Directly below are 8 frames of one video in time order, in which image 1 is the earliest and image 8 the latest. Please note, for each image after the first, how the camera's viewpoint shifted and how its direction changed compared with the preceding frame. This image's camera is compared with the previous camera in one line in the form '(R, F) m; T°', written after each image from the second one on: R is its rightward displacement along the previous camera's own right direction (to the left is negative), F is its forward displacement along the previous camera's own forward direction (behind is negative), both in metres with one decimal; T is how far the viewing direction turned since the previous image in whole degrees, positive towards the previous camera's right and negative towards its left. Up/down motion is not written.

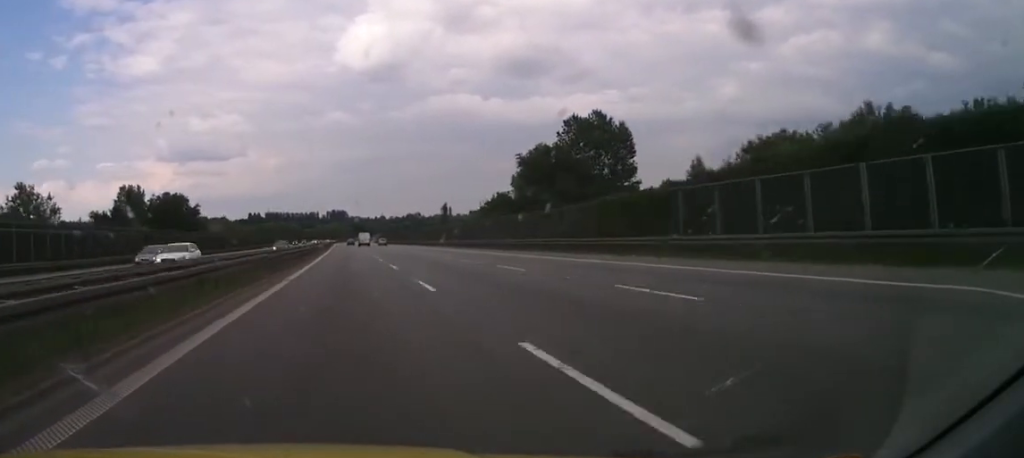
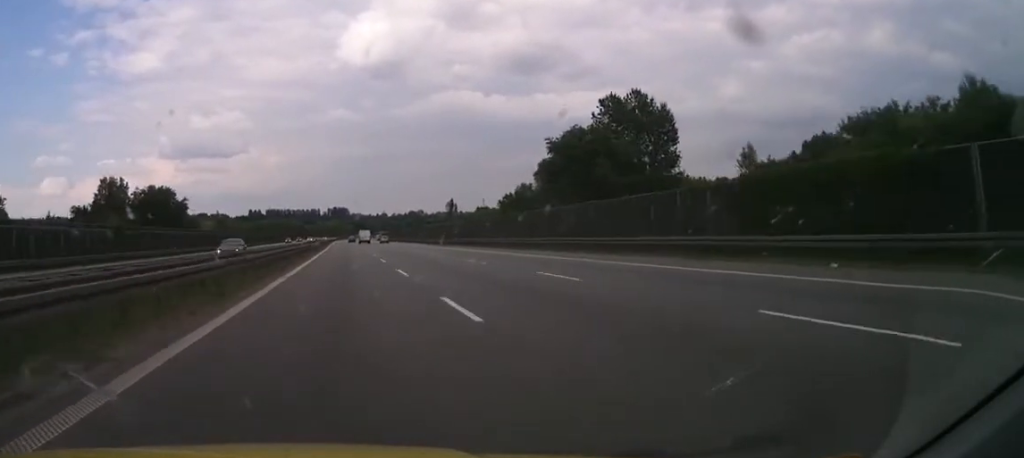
(+0.1, +17.2) m; -1°
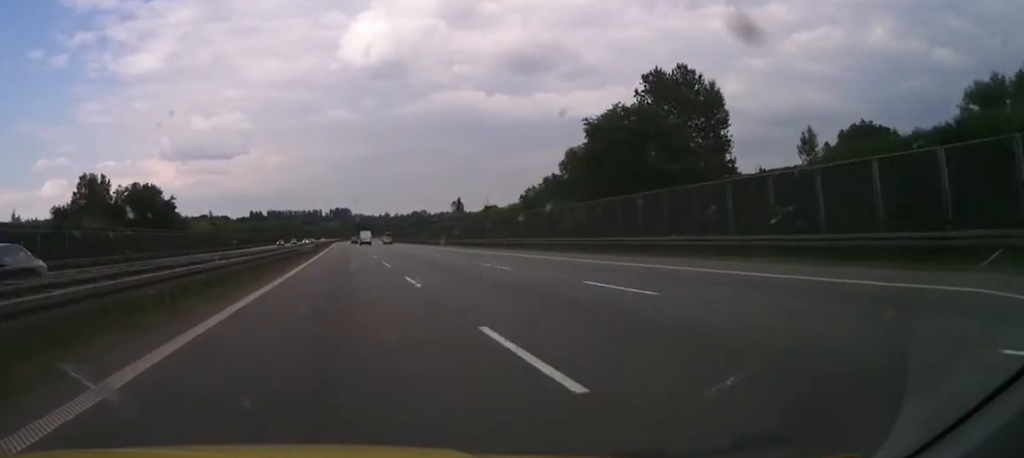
(-0.4, +16.3) m; -1°
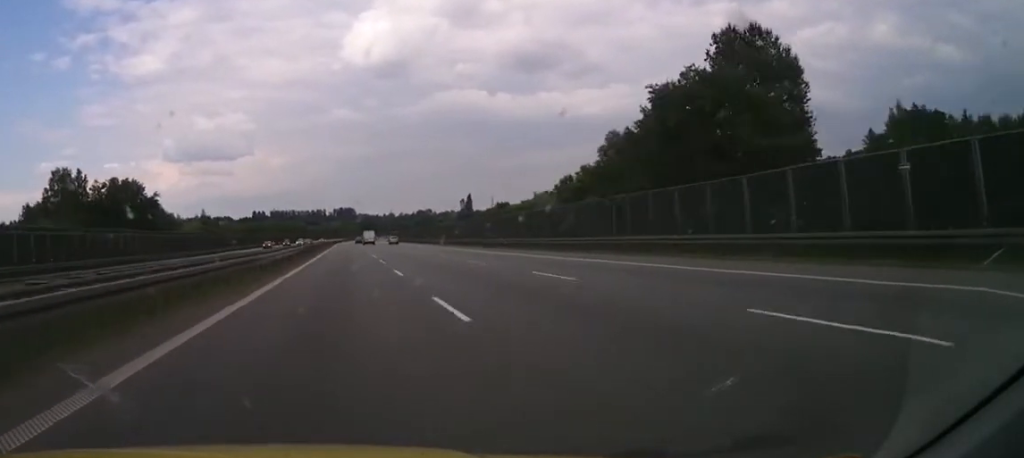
(-0.2, +18.8) m; -1°
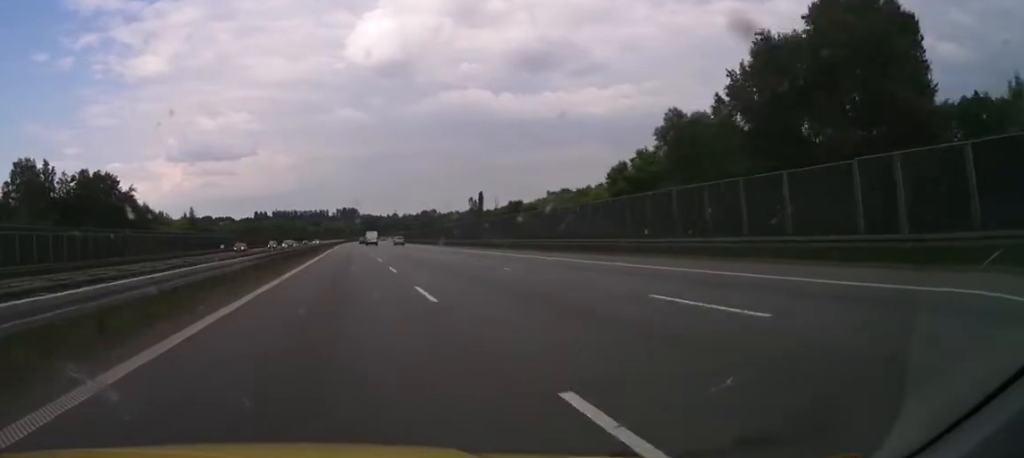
(0.0, +20.3) m; 0°
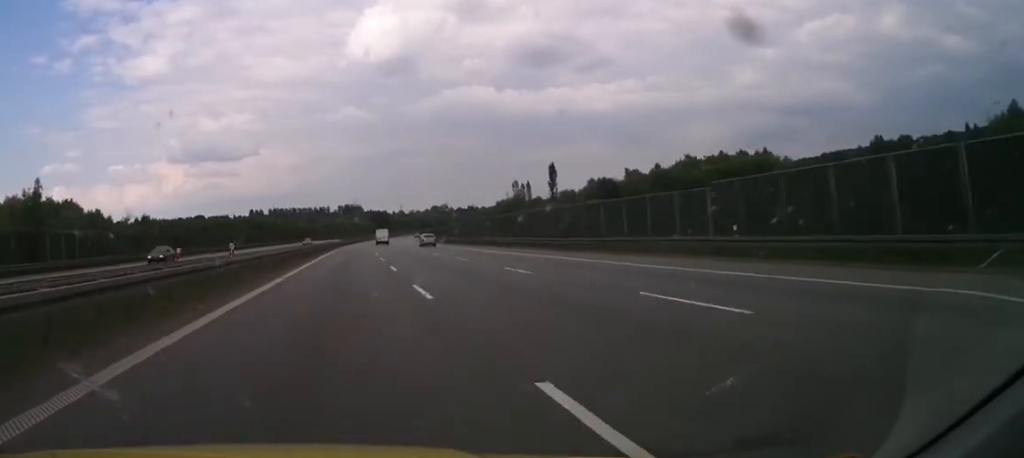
(-1.2, +105.0) m; -1°
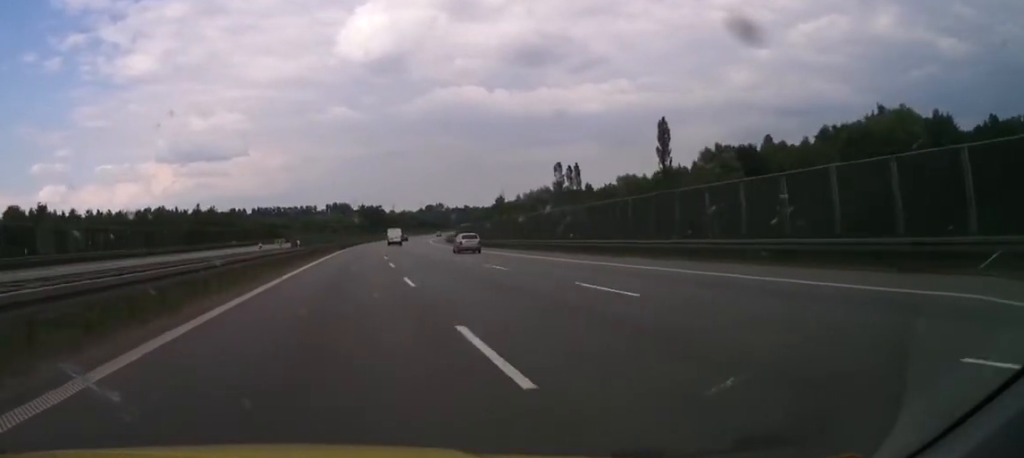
(+0.1, +78.2) m; 0°
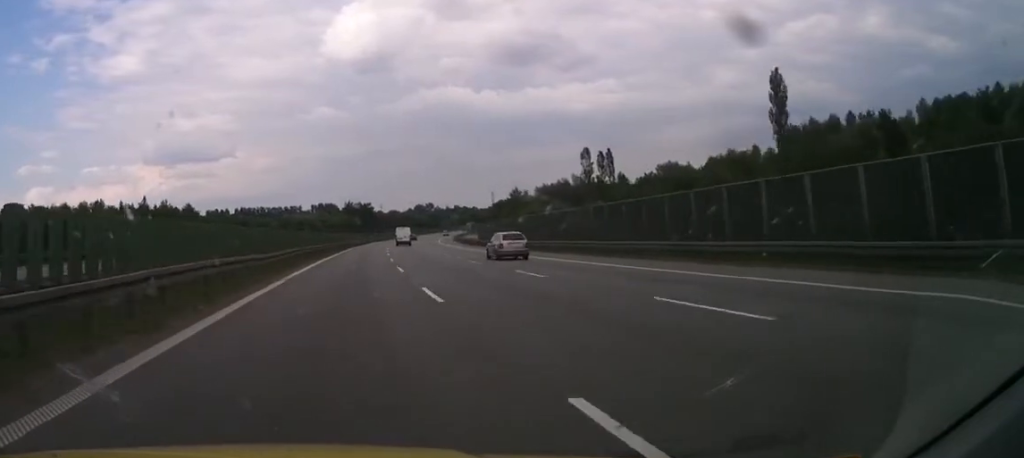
(0.0, +39.6) m; 0°
